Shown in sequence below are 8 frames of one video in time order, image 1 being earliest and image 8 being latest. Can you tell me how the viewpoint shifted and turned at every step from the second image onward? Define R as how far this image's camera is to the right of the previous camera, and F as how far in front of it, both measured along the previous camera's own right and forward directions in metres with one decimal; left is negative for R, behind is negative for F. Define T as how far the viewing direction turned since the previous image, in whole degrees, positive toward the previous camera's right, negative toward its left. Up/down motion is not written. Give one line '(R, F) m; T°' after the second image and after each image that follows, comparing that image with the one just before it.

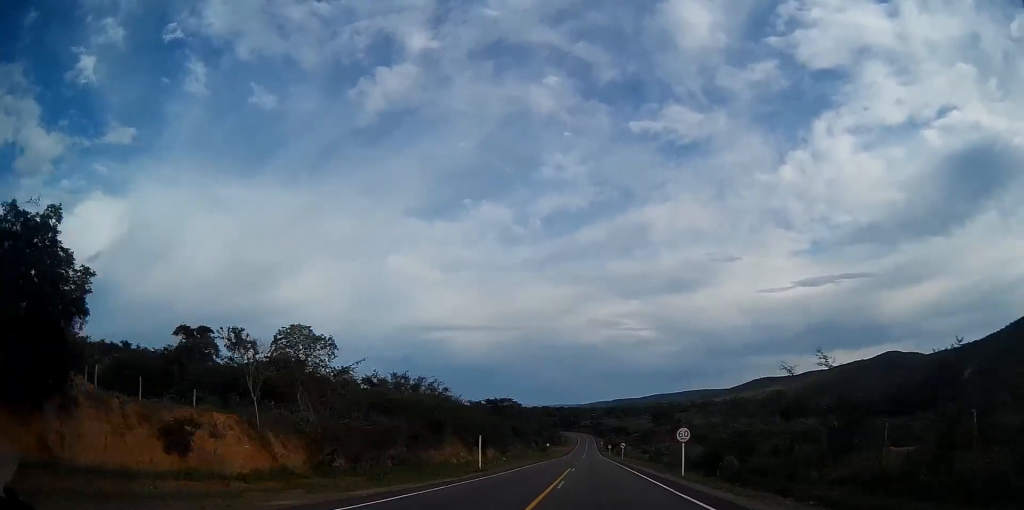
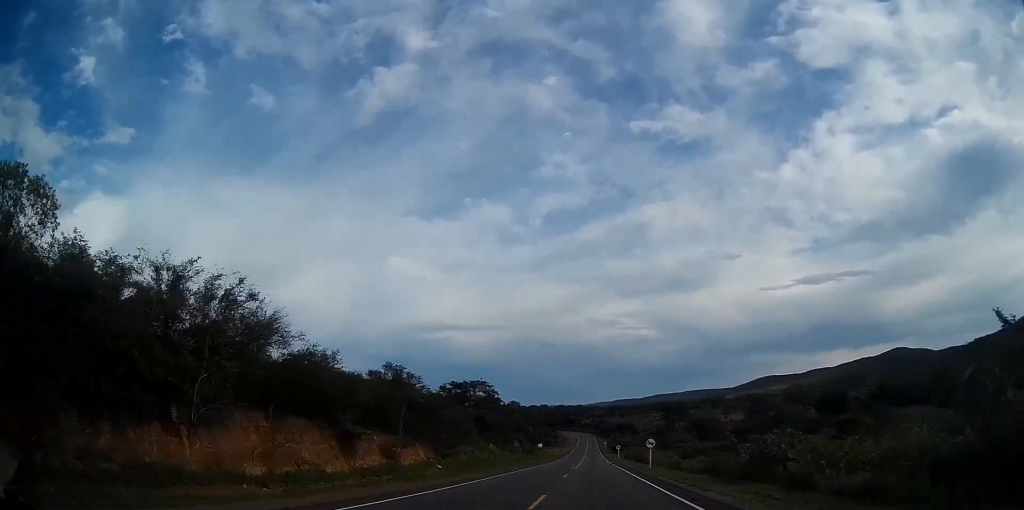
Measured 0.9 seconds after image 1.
(+0.4, +36.2) m; 0°
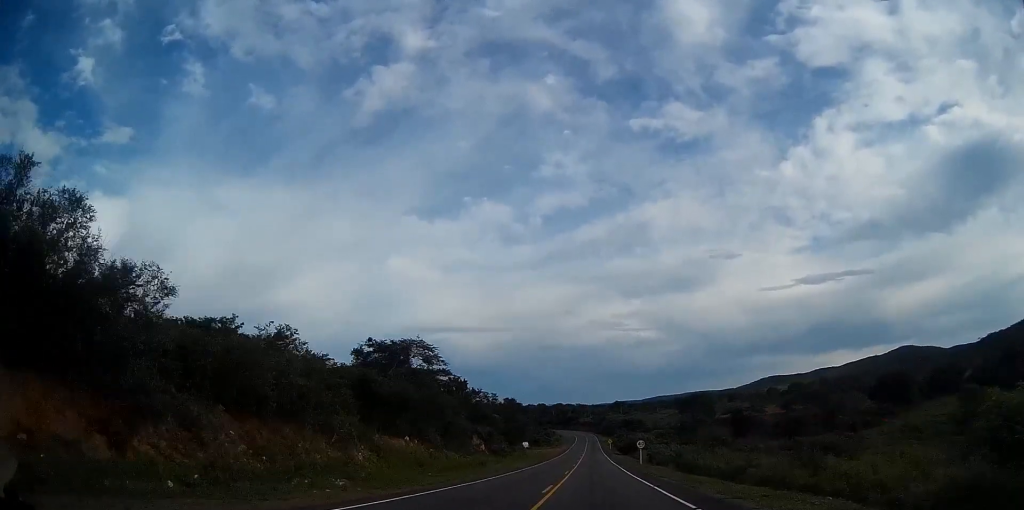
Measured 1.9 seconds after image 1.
(-0.4, +42.8) m; 0°
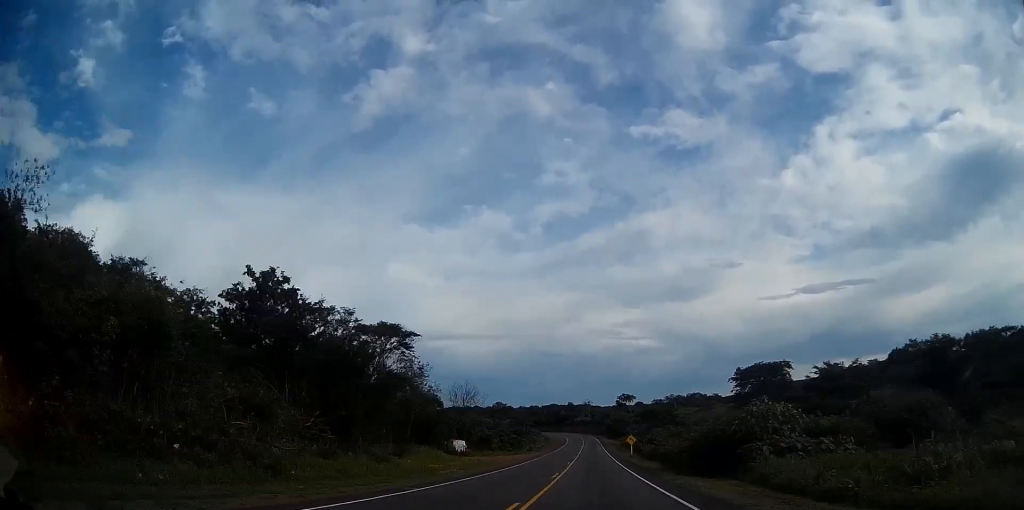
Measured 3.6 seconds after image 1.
(+0.2, +70.7) m; 0°
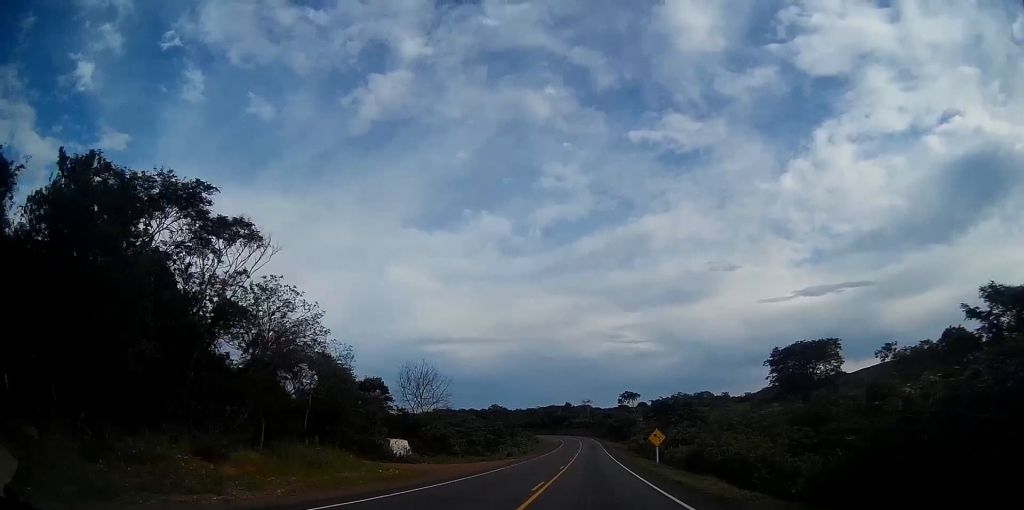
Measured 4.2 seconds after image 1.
(-0.1, +24.4) m; 0°
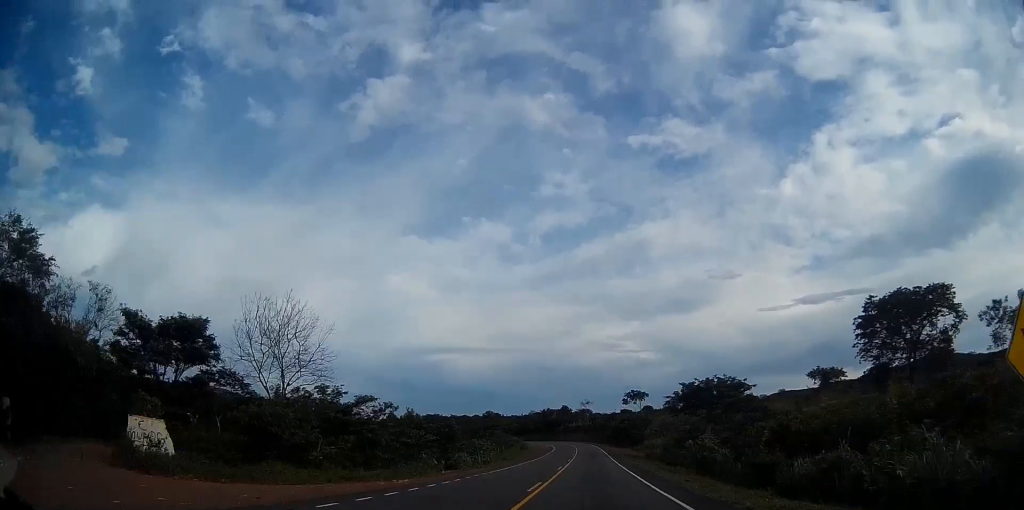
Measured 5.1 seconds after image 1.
(0.0, +33.5) m; 0°
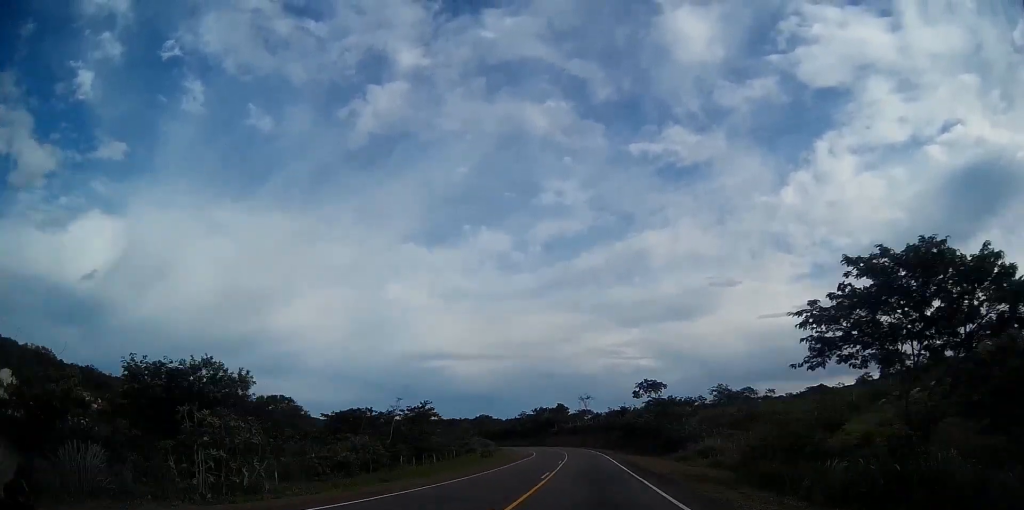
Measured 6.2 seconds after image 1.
(-0.1, +43.0) m; -1°
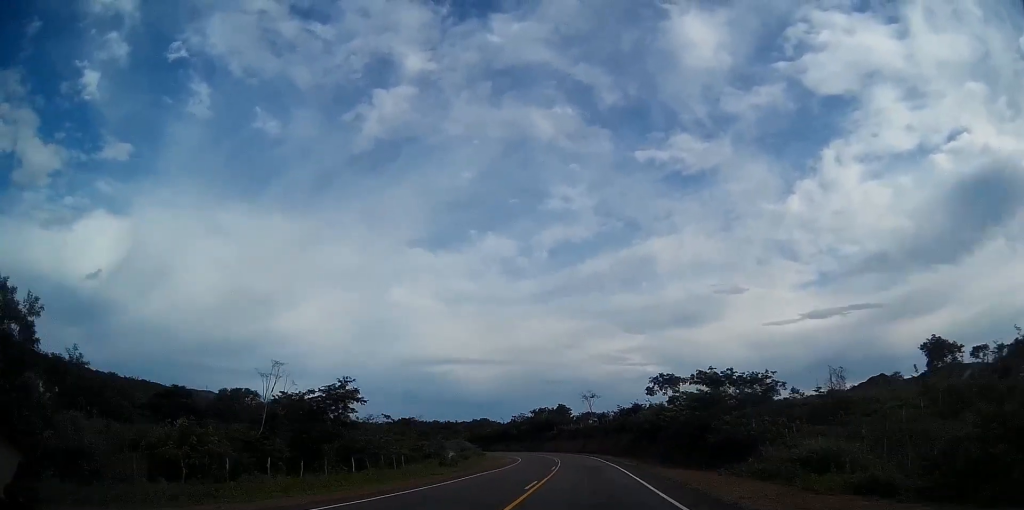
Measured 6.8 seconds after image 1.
(-0.1, +22.3) m; -1°
